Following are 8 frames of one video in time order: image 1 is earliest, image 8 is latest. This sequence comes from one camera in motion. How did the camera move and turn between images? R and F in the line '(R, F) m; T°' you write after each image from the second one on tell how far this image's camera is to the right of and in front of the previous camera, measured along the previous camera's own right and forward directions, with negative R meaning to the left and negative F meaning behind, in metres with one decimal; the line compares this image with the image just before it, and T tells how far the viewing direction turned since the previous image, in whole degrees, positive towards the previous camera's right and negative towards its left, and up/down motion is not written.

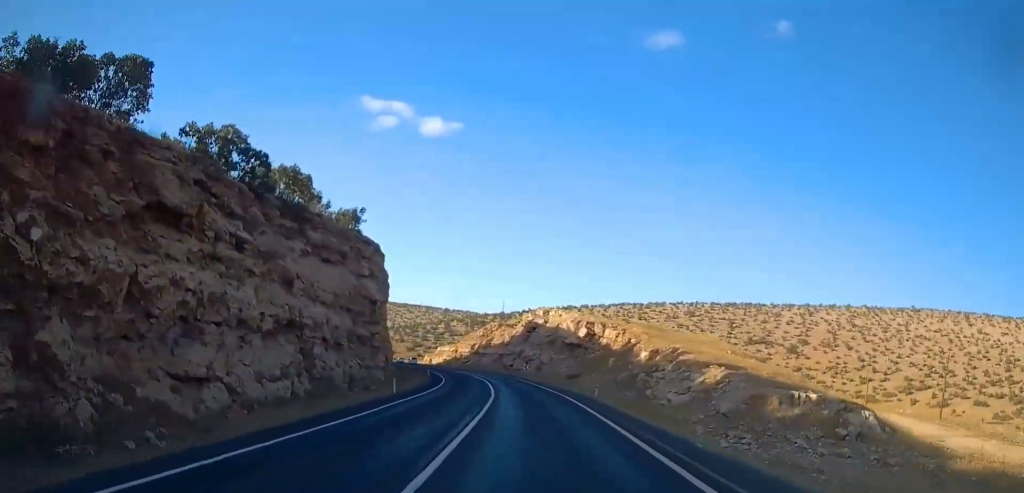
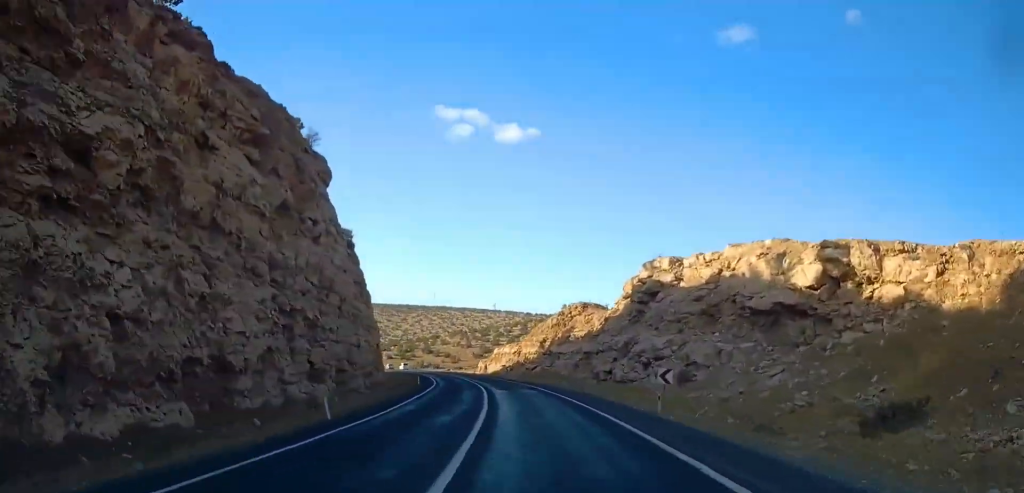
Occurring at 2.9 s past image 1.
(-4.4, +56.7) m; -8°
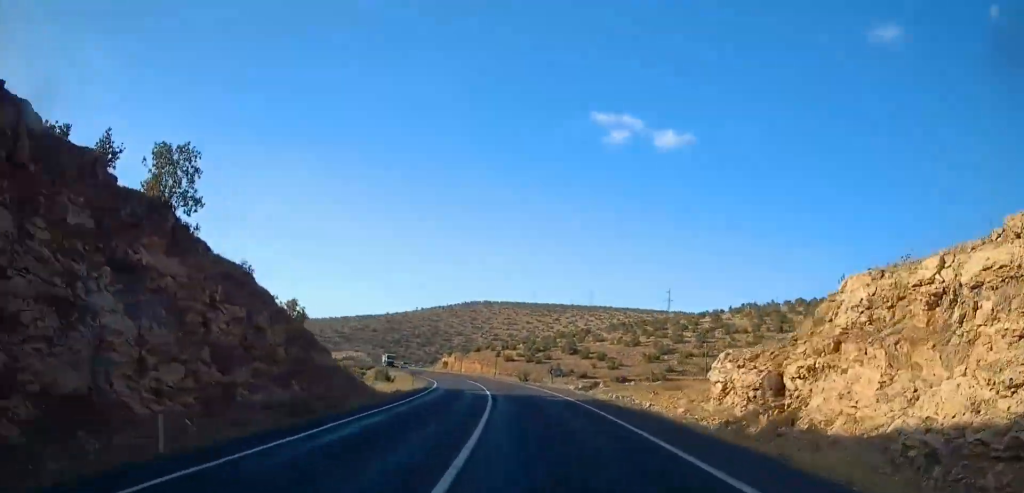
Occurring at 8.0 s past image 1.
(-11.3, +99.6) m; -14°
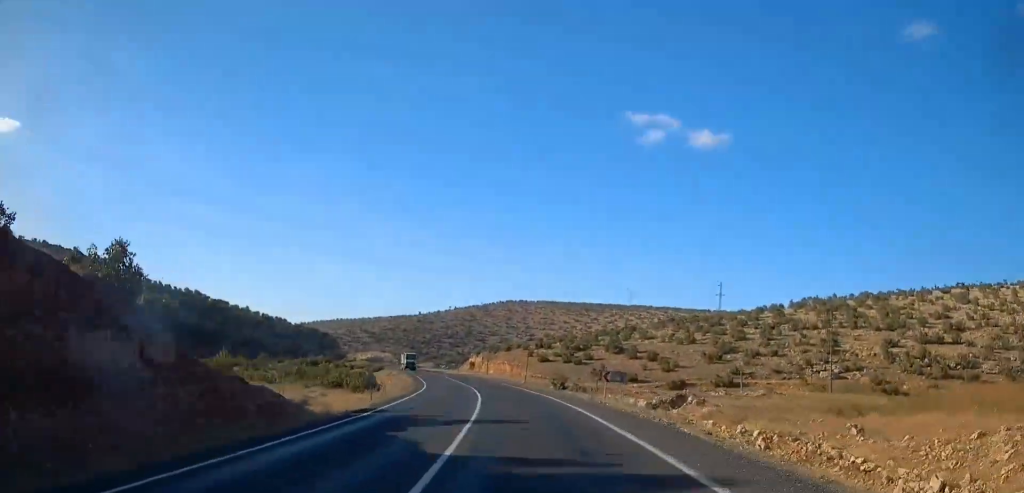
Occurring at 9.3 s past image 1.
(-1.5, +24.6) m; -4°
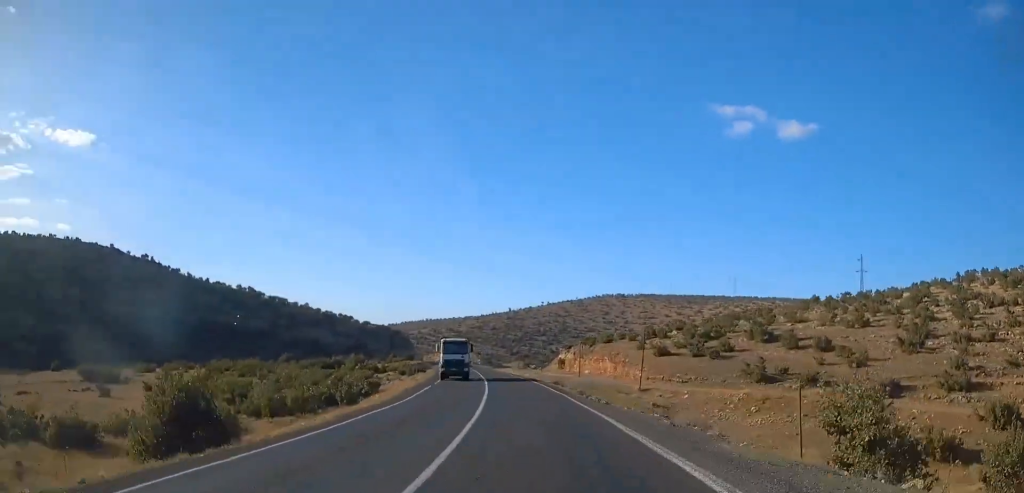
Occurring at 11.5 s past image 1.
(-2.5, +44.9) m; -6°
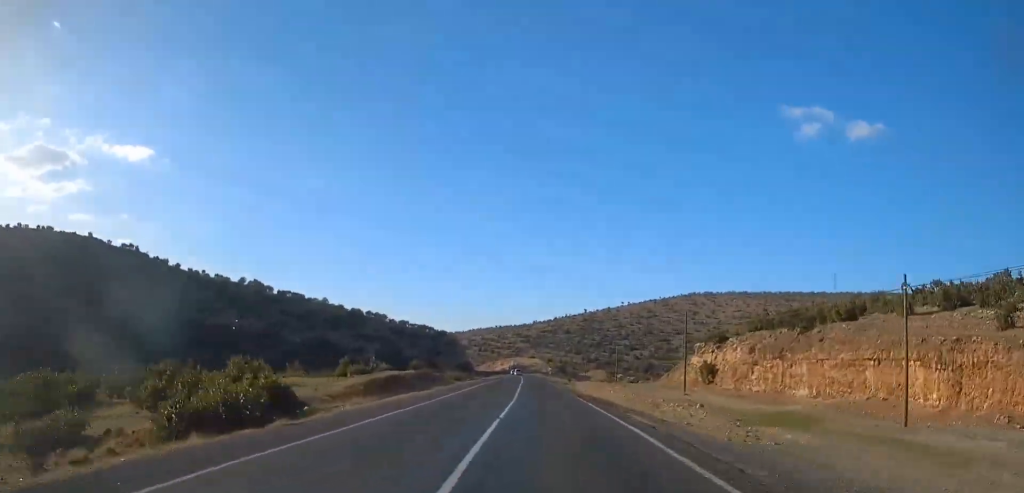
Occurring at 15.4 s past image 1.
(-6.2, +76.6) m; -6°
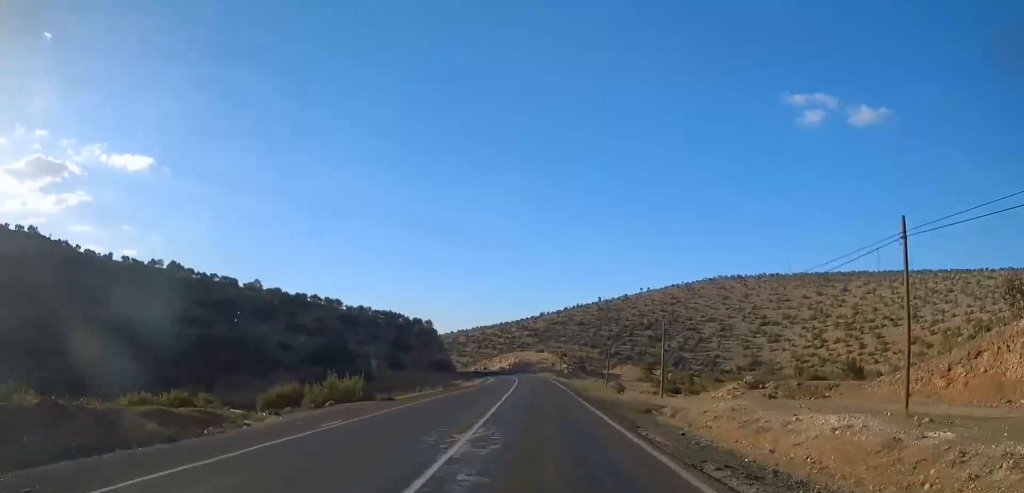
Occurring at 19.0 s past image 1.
(-1.1, +70.5) m; -1°
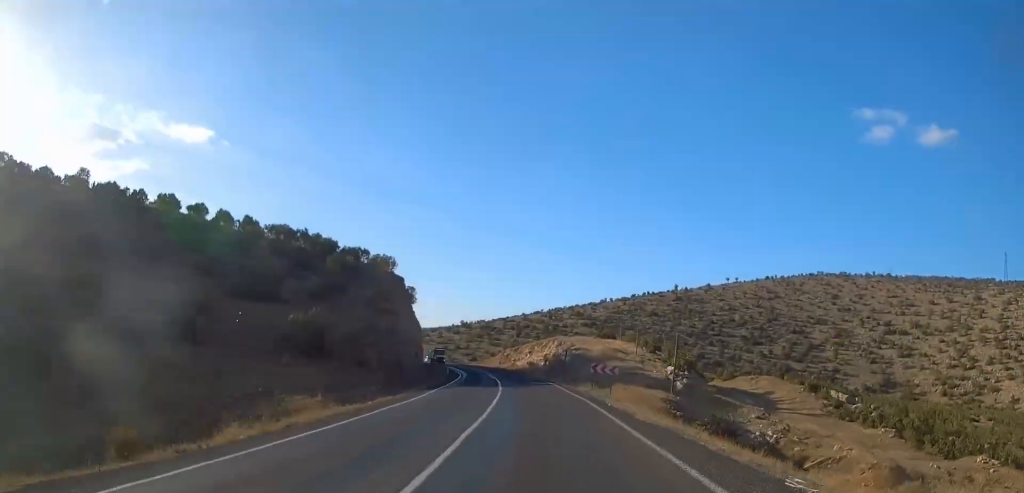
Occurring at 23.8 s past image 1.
(-3.4, +100.7) m; -6°
